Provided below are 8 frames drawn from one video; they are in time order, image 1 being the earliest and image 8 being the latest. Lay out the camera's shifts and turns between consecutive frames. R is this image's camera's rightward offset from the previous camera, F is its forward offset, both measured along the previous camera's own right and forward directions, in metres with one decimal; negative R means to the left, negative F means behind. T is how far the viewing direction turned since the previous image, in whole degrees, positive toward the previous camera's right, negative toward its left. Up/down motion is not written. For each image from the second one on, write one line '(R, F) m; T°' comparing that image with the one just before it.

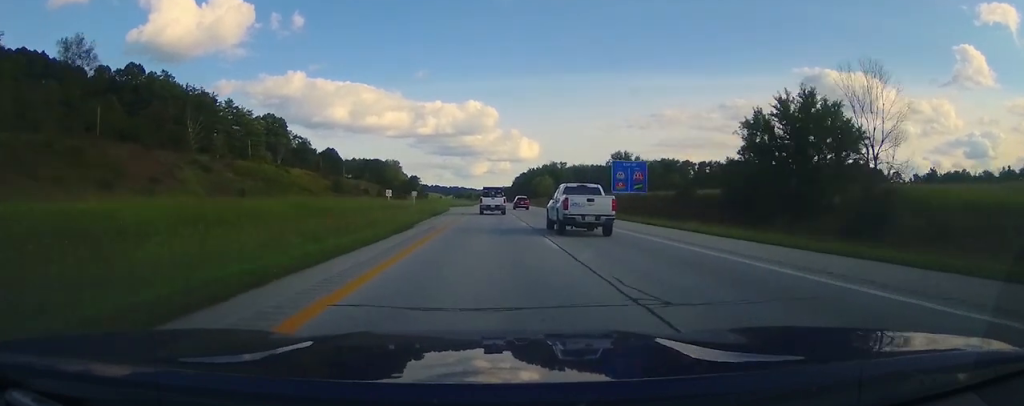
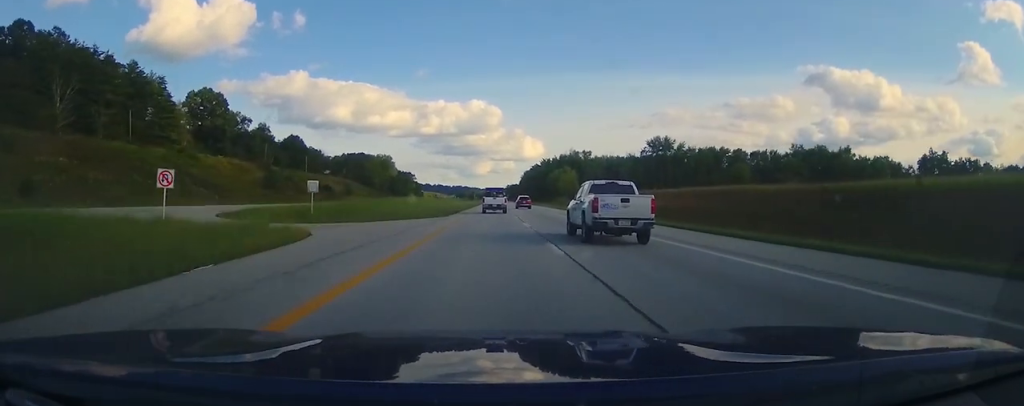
(-0.1, +62.7) m; 0°
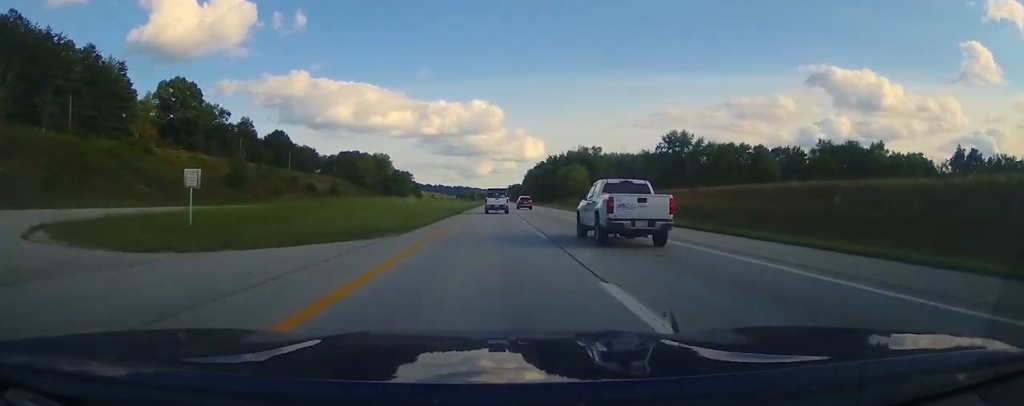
(0.0, +19.7) m; 0°
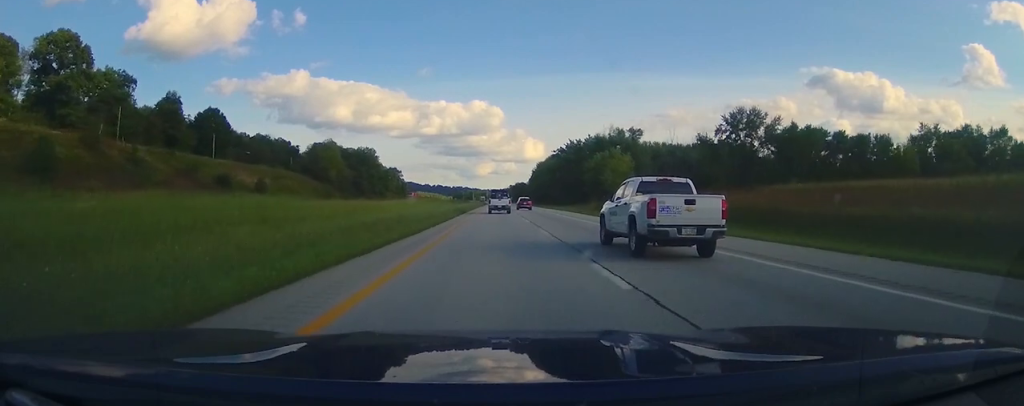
(+0.1, +57.9) m; +1°
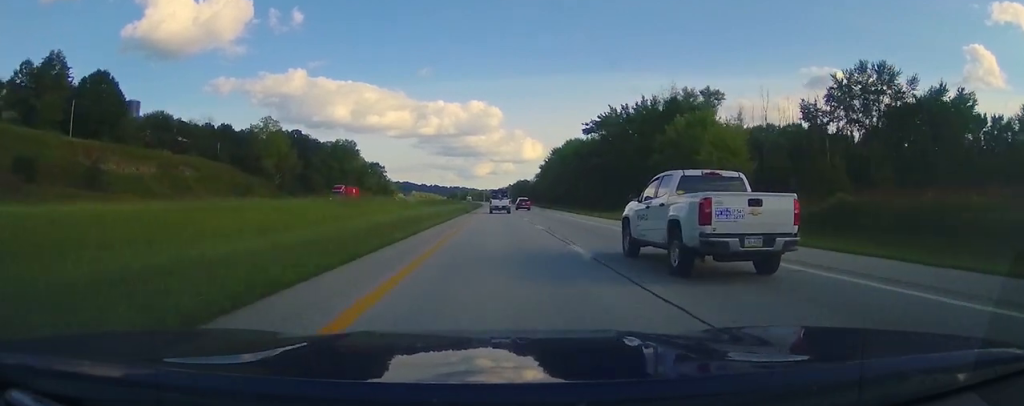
(+0.1, +56.4) m; 0°
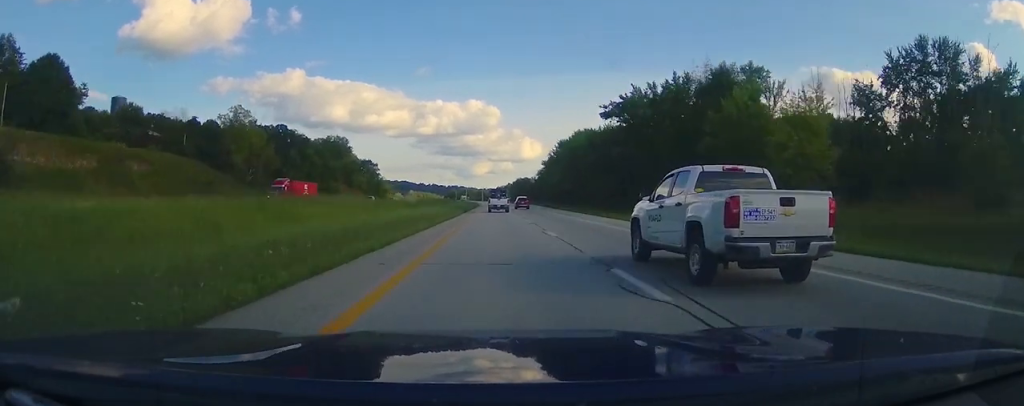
(0.0, +17.8) m; 0°
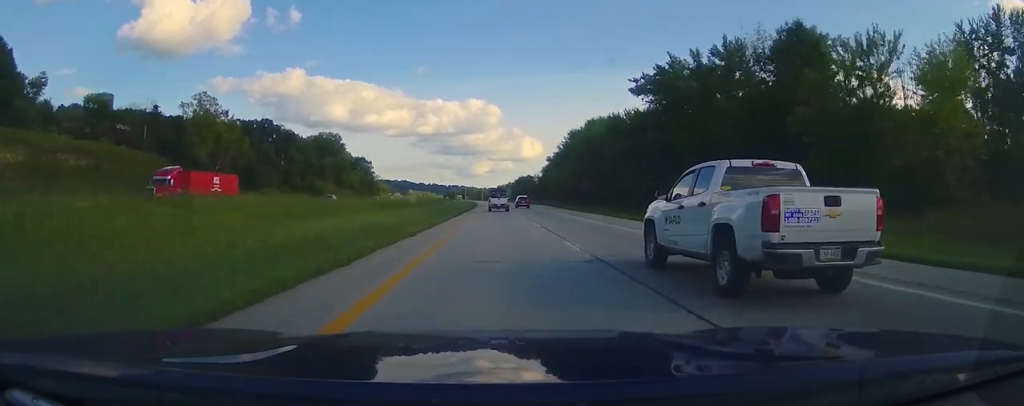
(0.0, +17.8) m; 0°
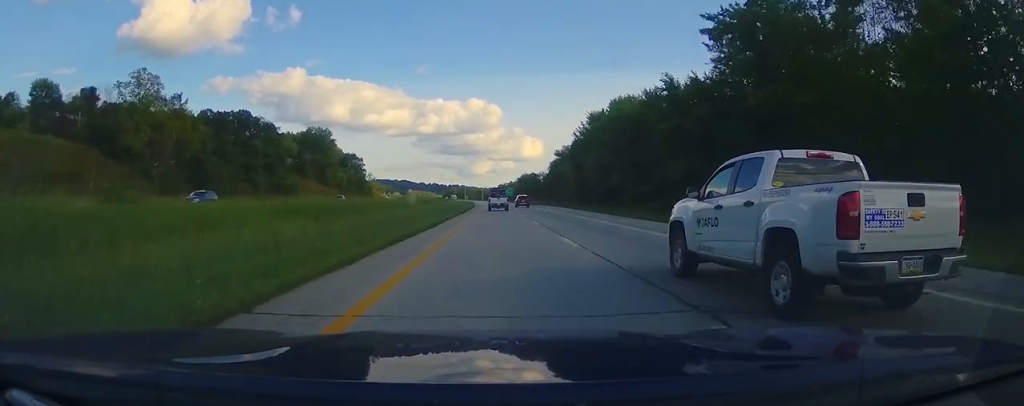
(0.0, +23.4) m; 0°
